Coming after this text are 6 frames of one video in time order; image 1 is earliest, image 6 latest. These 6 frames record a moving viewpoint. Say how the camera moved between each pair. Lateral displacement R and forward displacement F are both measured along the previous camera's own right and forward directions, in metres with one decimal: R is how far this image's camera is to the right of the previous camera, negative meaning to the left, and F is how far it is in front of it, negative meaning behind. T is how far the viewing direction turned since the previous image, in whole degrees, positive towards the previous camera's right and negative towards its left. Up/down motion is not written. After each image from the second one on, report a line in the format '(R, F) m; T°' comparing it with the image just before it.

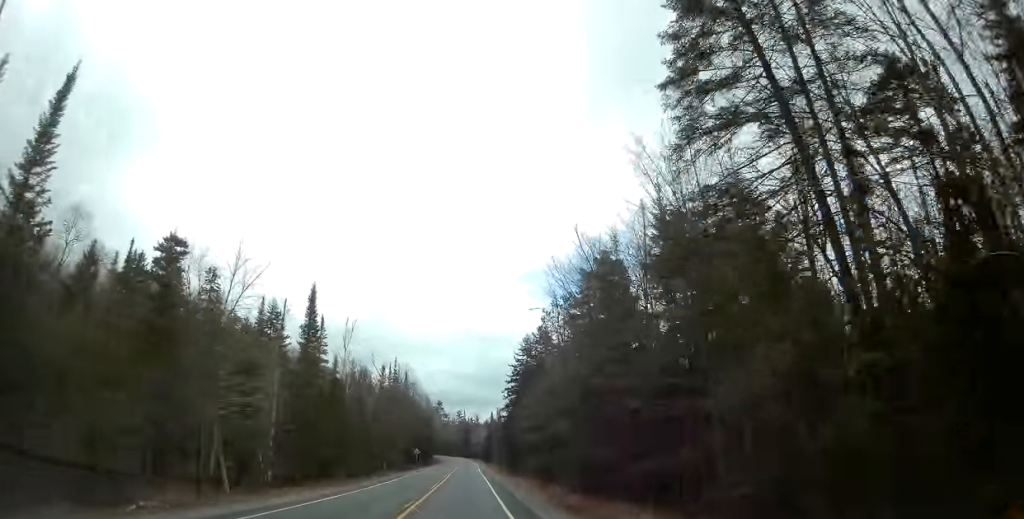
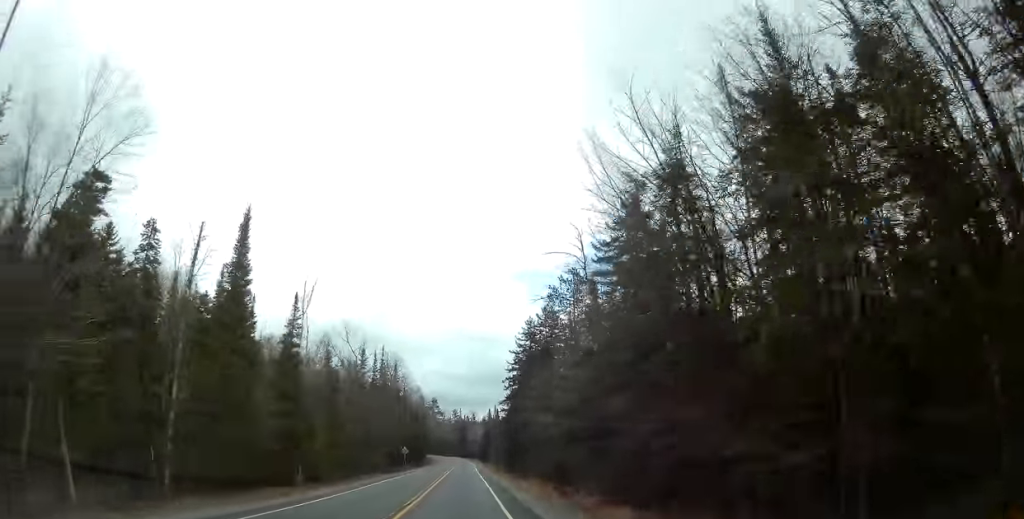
(+0.2, +11.8) m; +1°
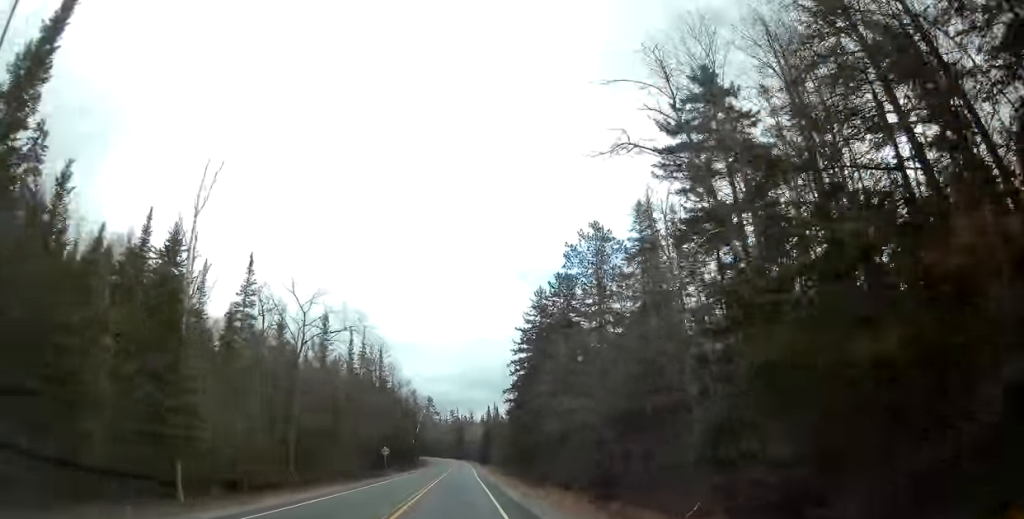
(+0.4, +15.9) m; +2°
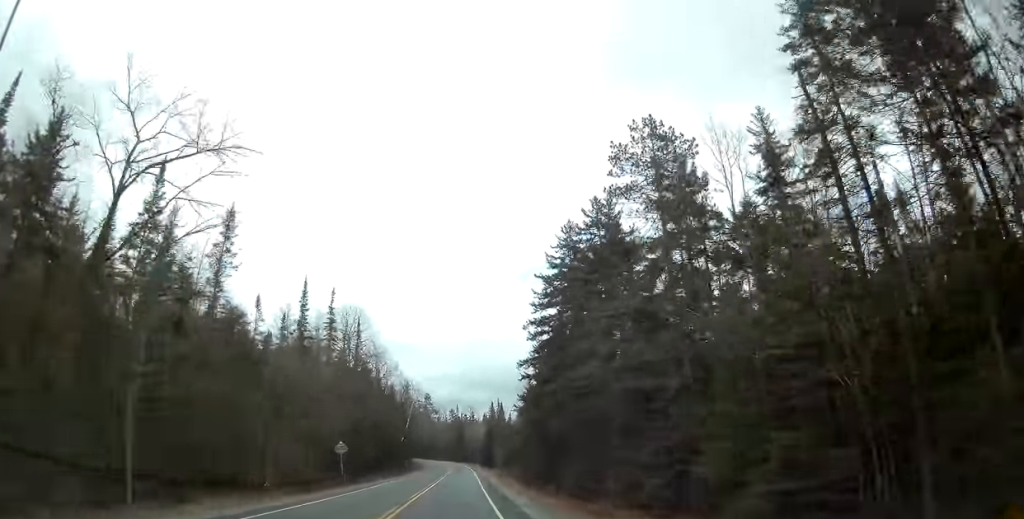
(+0.3, +20.7) m; 0°
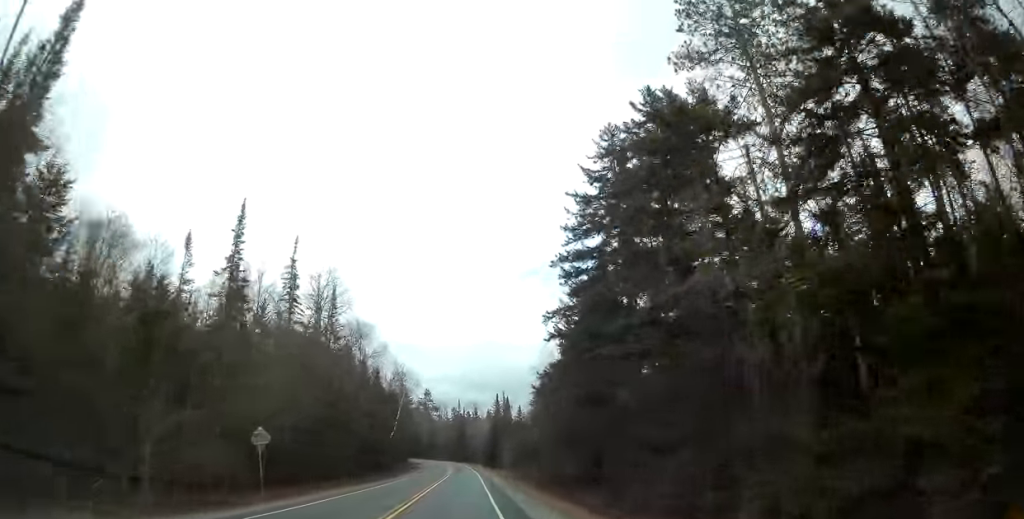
(-0.1, +15.7) m; -1°
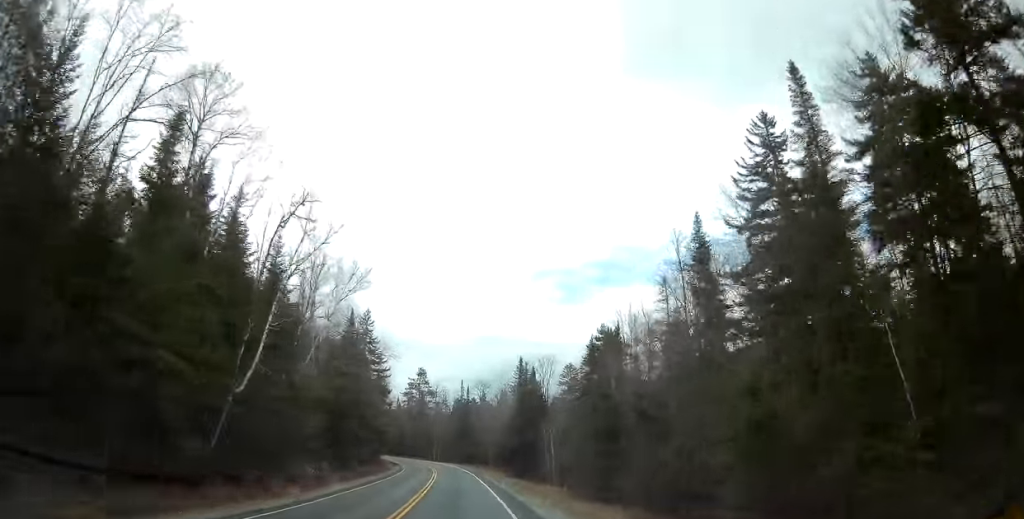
(-0.7, +52.6) m; -1°
